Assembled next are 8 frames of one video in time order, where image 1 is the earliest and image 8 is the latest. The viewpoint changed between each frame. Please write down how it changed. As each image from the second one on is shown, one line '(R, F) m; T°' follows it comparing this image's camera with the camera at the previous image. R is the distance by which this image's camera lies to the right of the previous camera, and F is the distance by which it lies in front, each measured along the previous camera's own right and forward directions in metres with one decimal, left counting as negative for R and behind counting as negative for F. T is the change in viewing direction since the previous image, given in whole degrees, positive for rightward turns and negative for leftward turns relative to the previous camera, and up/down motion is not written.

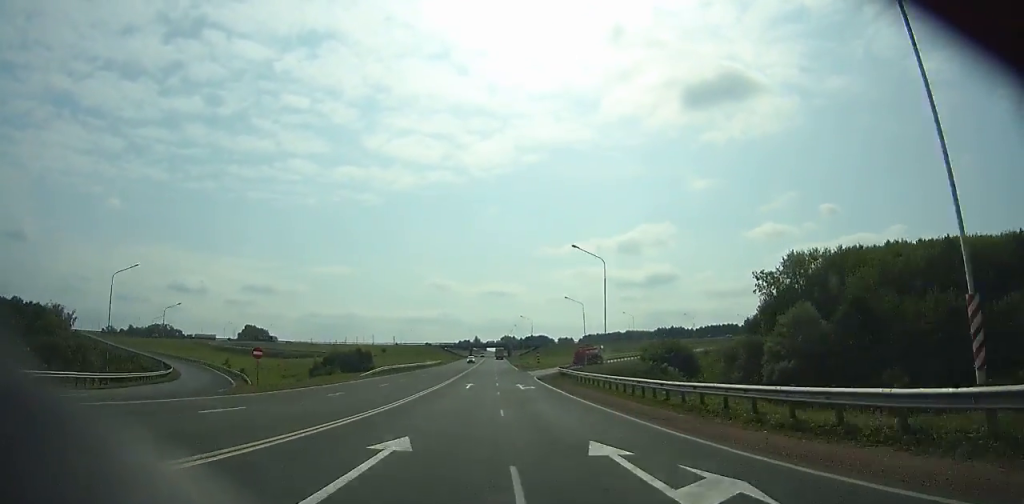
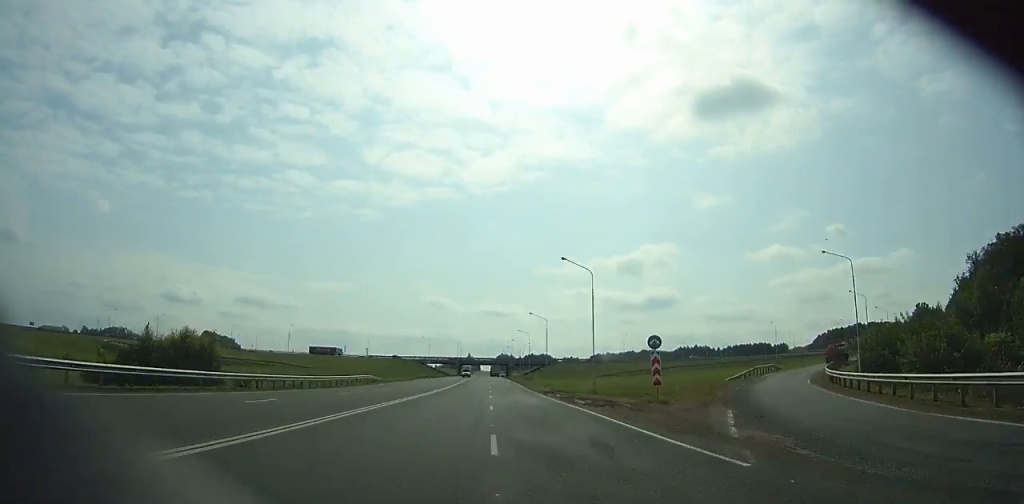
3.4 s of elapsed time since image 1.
(+0.1, +79.7) m; 0°
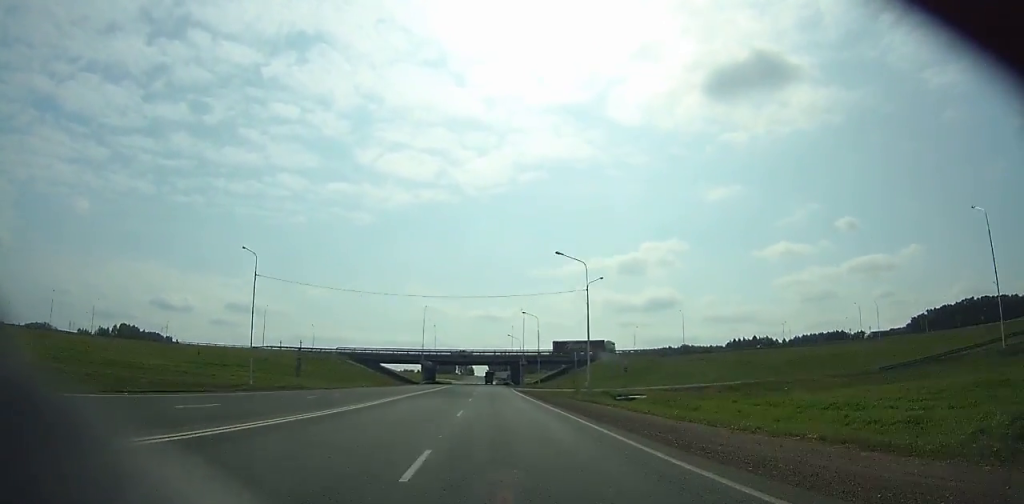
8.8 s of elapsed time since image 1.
(+0.1, +122.8) m; 0°
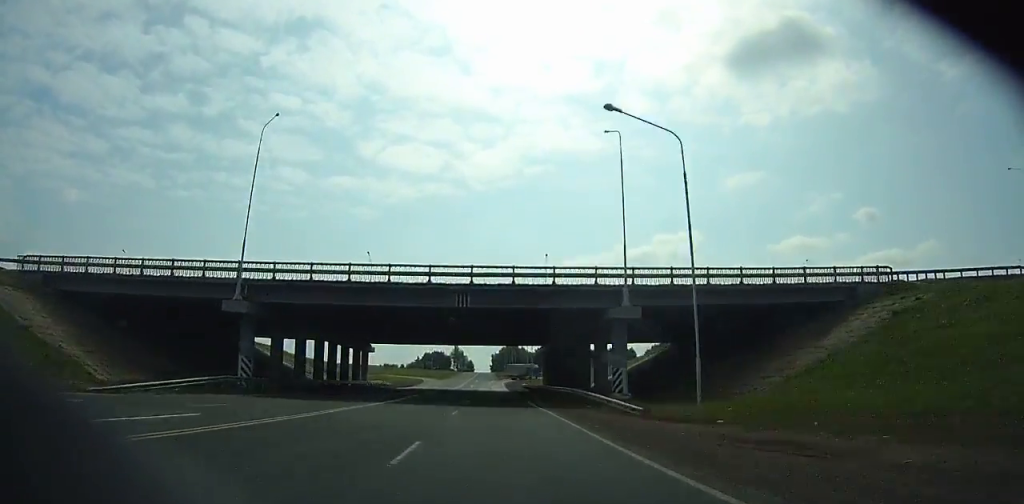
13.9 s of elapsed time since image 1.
(-0.2, +107.0) m; 0°
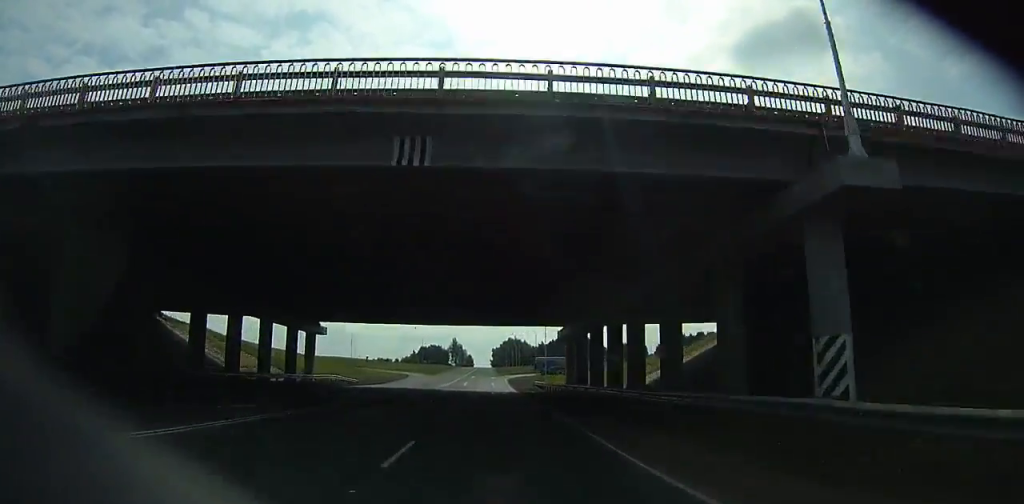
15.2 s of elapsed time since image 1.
(+0.1, +24.5) m; 0°
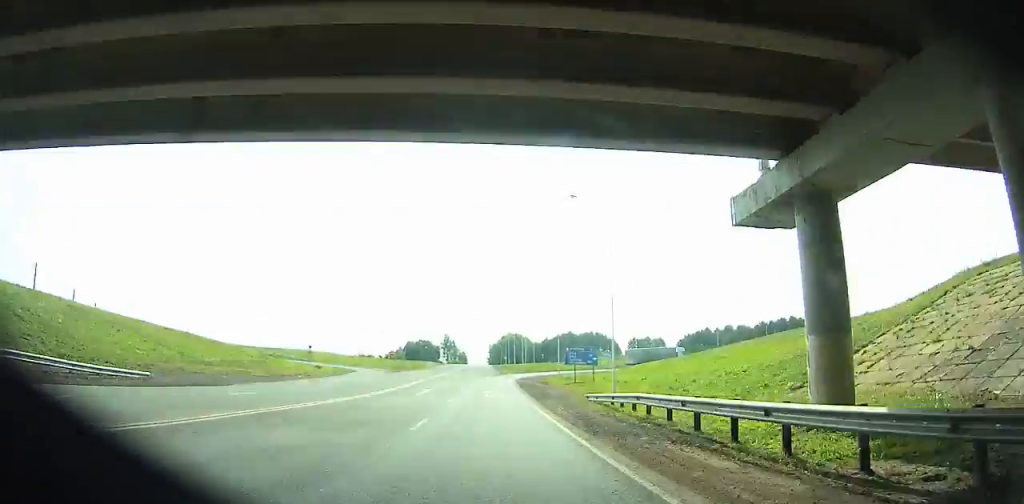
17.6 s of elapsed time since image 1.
(-0.1, +43.1) m; 0°
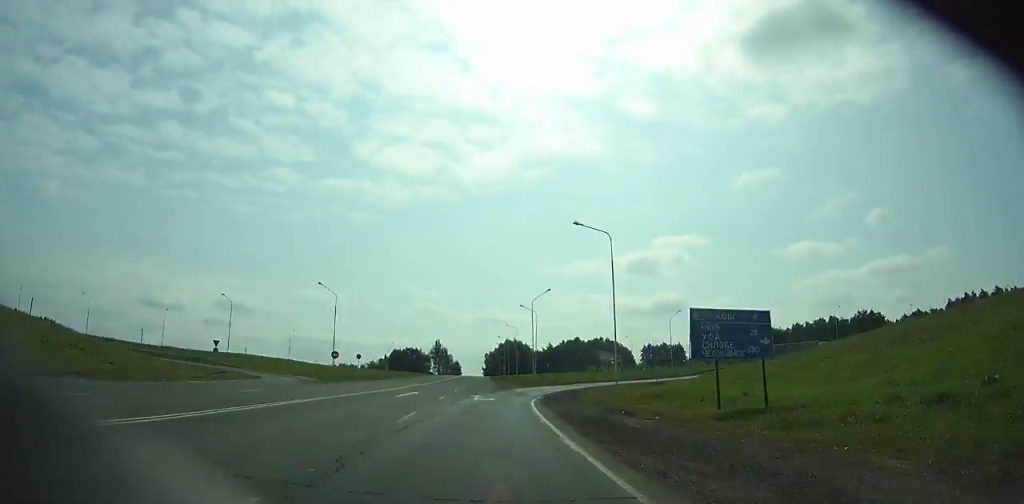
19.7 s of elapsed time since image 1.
(-0.4, +34.9) m; 0°
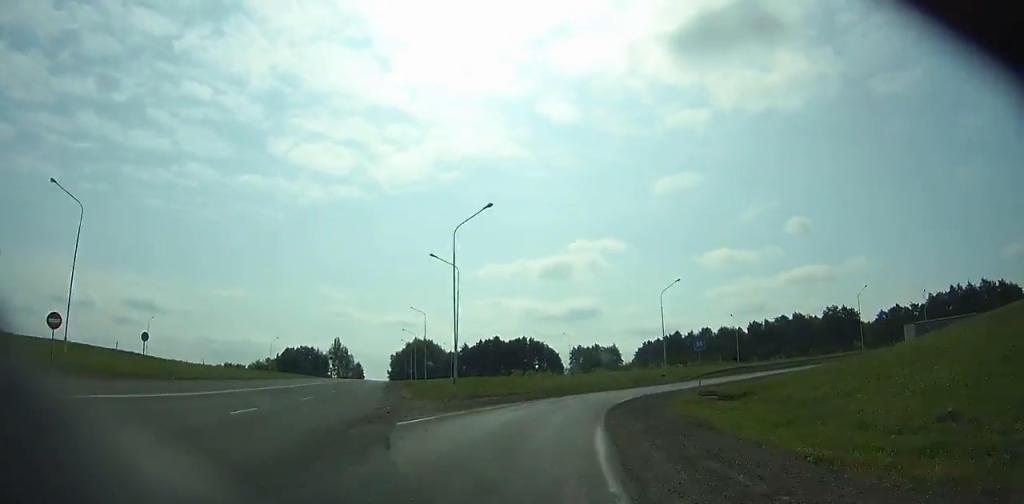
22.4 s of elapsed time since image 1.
(+0.2, +38.8) m; +8°
